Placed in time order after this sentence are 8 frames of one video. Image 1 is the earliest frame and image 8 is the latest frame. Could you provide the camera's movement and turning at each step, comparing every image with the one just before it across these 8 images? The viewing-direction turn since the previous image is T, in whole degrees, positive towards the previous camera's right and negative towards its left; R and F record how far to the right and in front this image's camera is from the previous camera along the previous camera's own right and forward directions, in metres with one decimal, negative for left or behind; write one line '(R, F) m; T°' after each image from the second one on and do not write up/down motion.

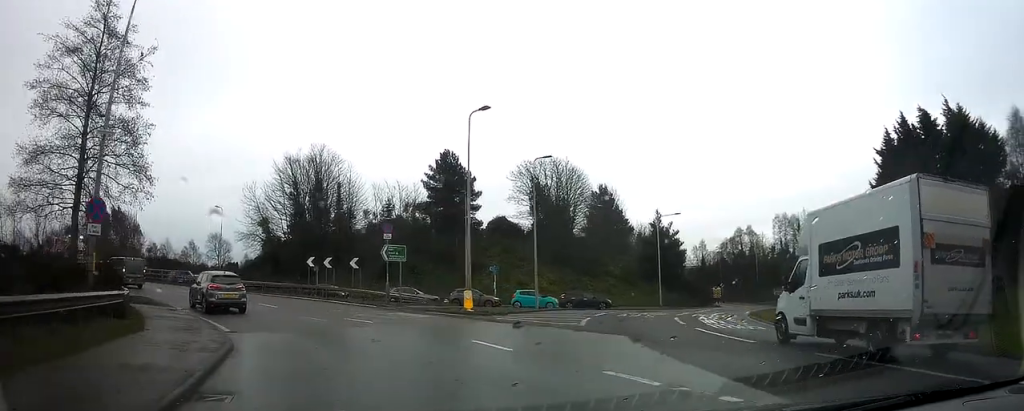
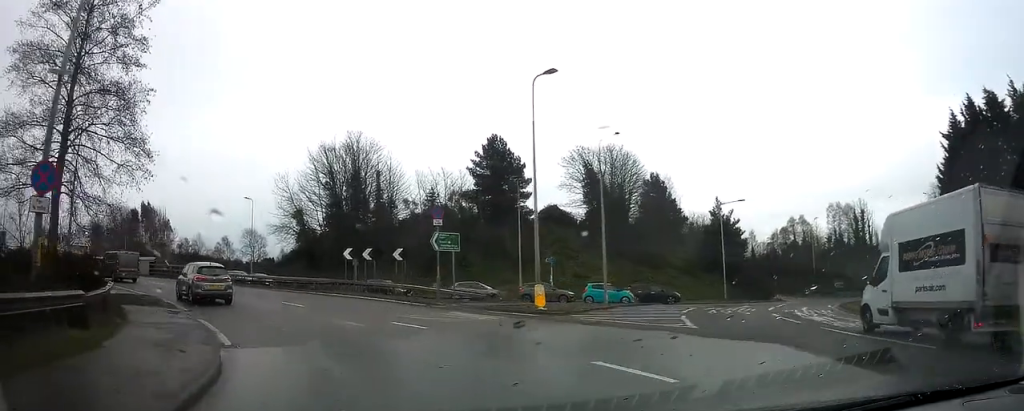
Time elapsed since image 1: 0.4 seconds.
(-0.1, +4.7) m; -4°
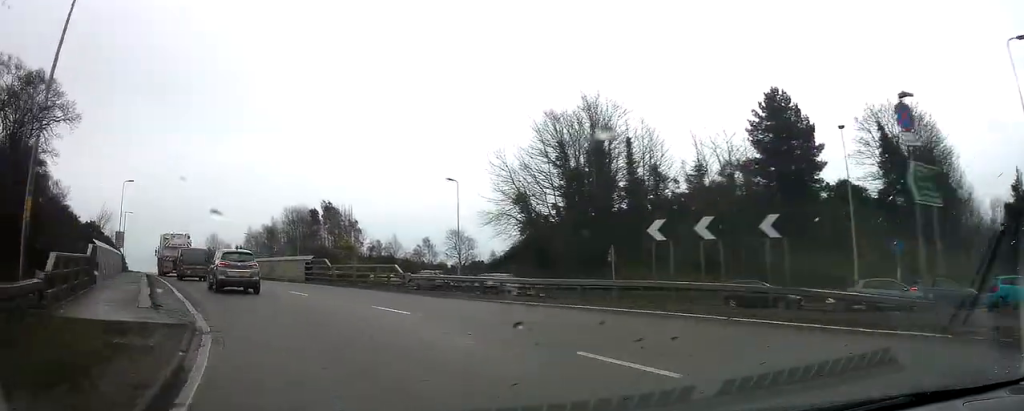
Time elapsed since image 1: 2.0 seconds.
(-2.2, +16.6) m; -13°
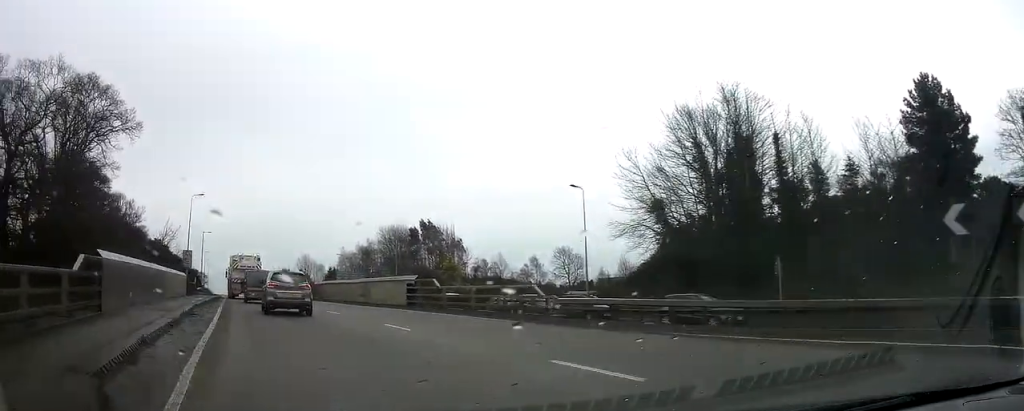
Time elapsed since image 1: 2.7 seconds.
(-0.3, +7.6) m; -5°
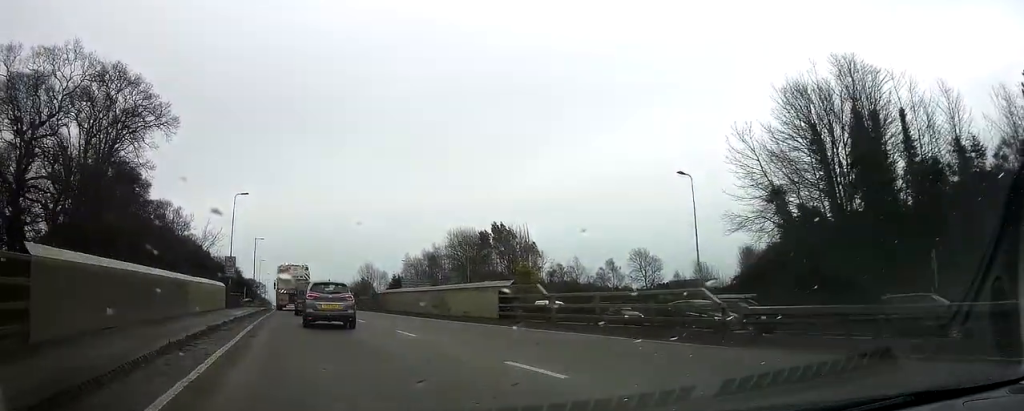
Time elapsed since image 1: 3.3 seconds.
(-0.1, +7.1) m; -5°
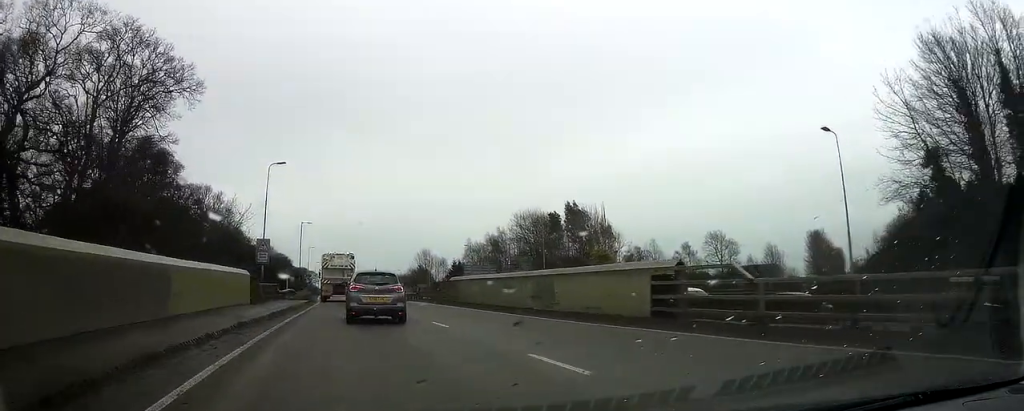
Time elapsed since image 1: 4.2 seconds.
(-0.7, +8.7) m; -6°
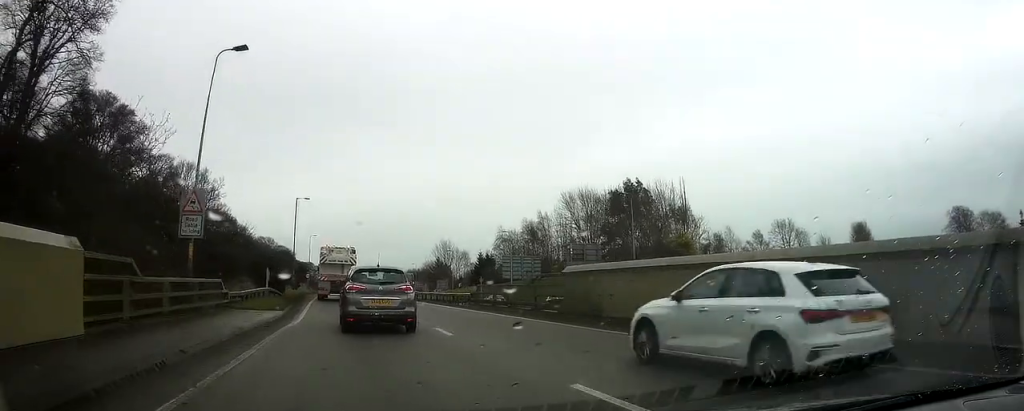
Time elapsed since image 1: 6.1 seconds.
(-1.1, +20.4) m; -3°
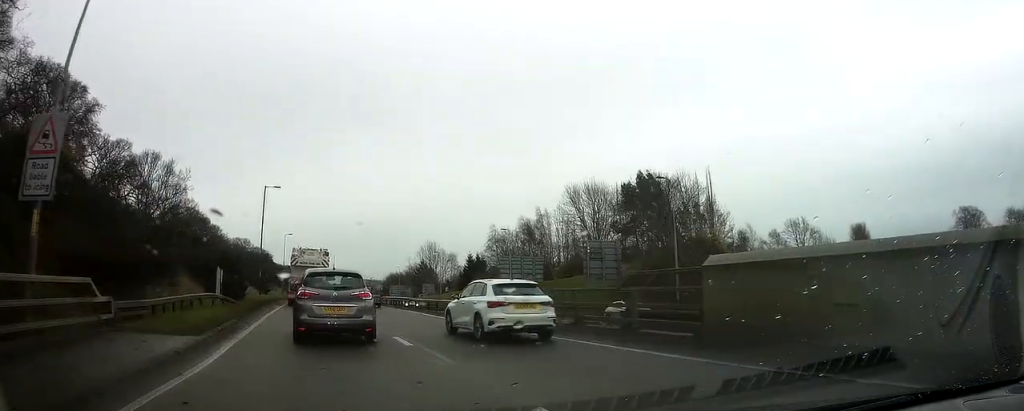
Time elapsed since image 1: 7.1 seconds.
(+0.1, +10.4) m; 0°
